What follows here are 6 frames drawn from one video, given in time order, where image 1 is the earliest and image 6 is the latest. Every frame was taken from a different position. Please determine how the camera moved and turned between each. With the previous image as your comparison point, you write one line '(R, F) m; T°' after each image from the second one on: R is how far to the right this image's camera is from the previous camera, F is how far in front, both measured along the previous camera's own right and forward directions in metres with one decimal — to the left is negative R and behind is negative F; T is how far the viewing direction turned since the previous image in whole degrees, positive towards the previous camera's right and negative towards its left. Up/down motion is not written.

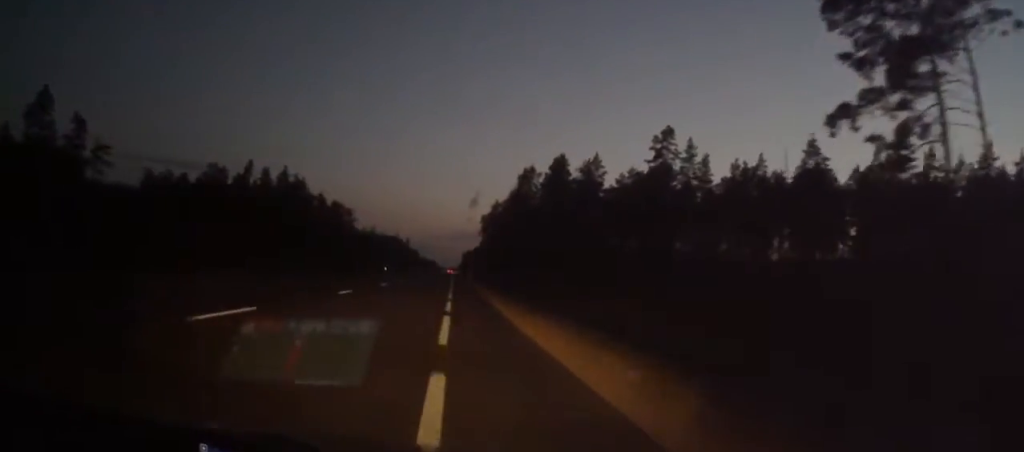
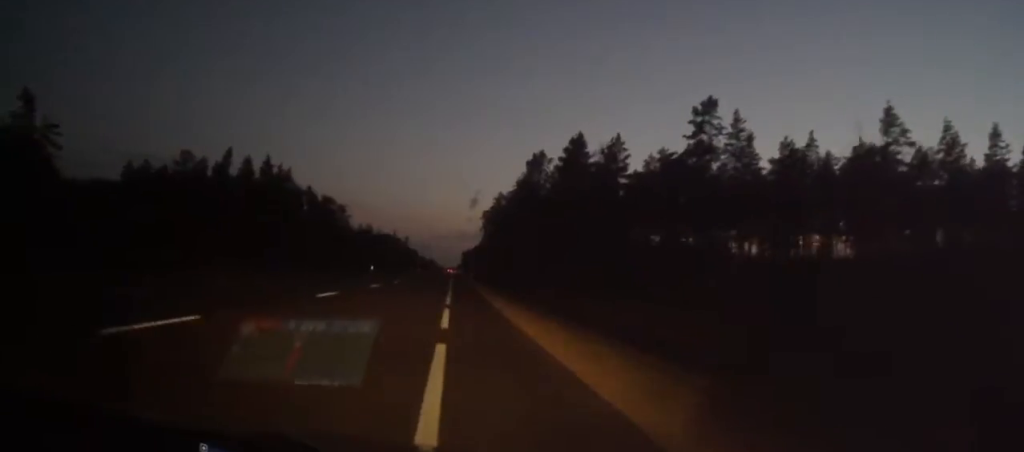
(0.0, +14.9) m; 0°
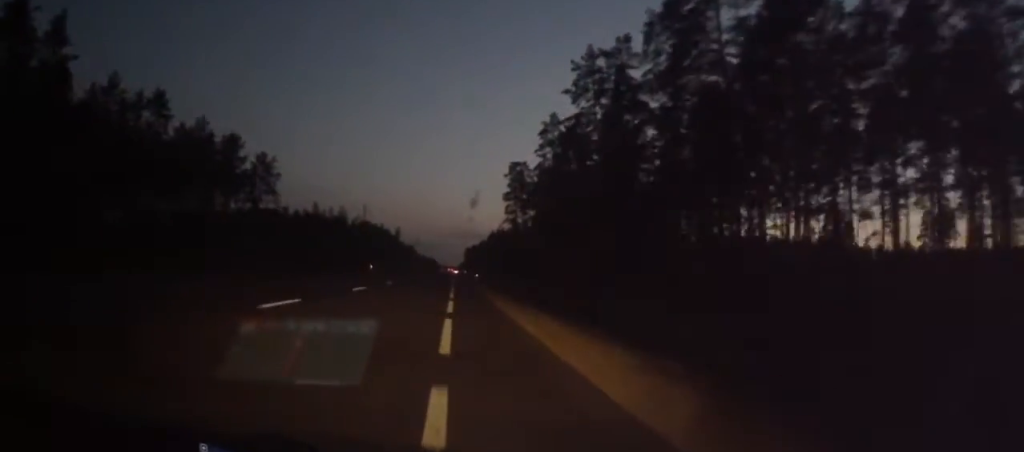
(+0.2, +101.8) m; 0°
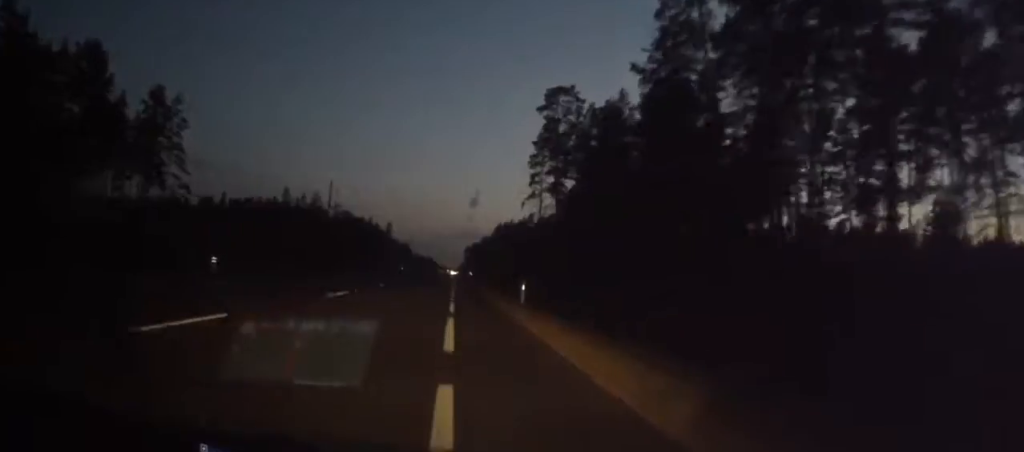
(+0.2, +52.3) m; 0°
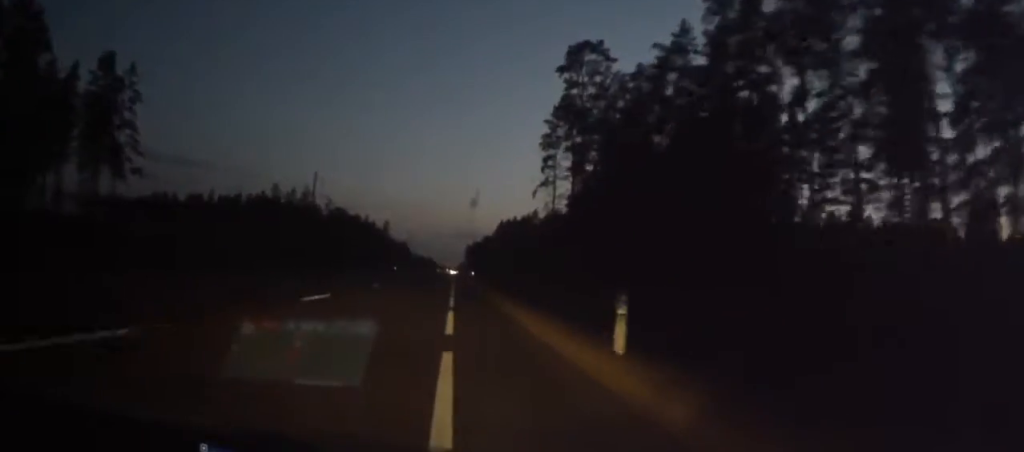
(+0.1, +15.1) m; 0°
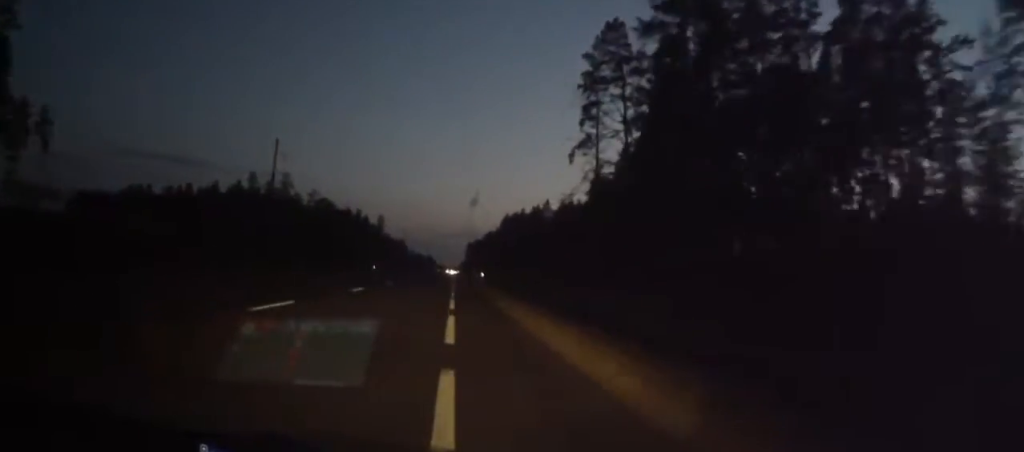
(-0.5, +28.3) m; -1°
